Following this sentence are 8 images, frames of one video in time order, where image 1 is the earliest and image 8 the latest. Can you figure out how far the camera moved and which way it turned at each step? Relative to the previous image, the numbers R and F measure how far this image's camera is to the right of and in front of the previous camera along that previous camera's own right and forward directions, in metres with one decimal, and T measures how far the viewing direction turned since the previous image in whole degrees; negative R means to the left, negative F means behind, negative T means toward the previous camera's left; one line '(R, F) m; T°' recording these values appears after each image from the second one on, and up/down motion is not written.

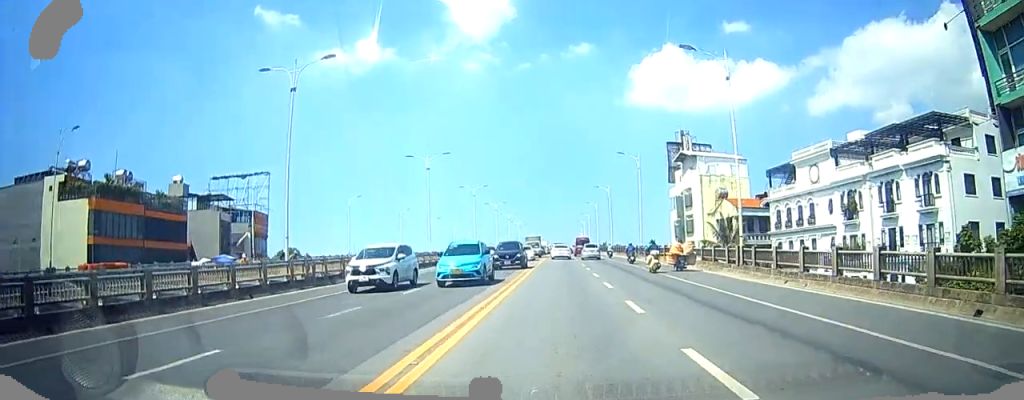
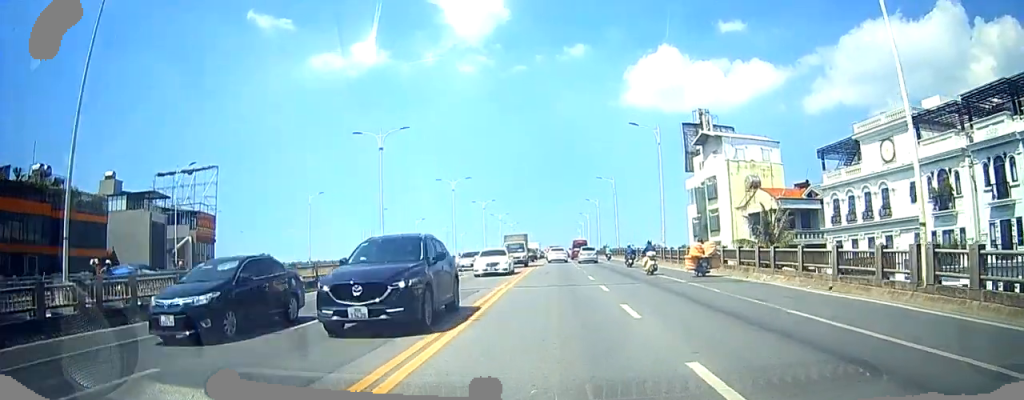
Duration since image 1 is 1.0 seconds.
(0.0, +13.4) m; +1°
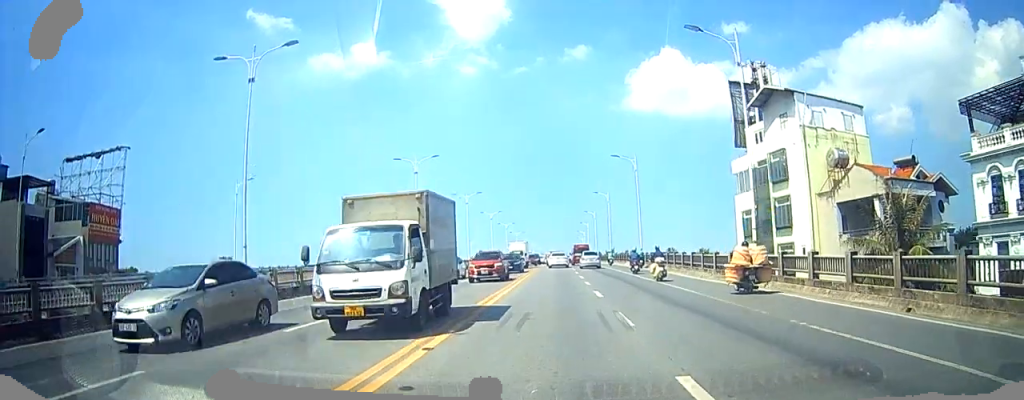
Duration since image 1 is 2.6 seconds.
(+0.5, +18.3) m; +2°
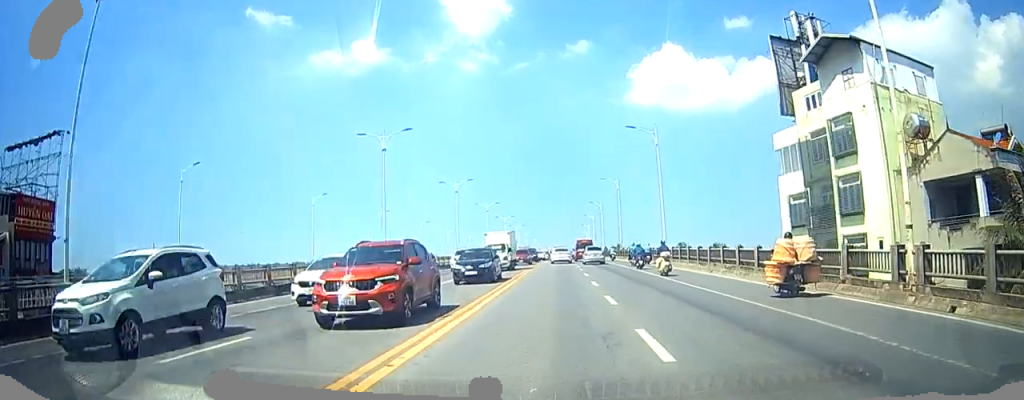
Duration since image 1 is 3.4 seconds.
(0.0, +10.7) m; -1°
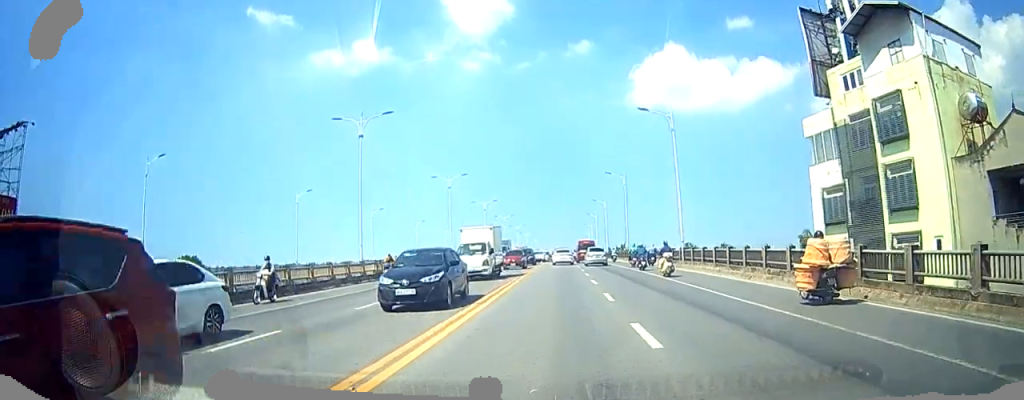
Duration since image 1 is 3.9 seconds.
(0.0, +5.5) m; 0°
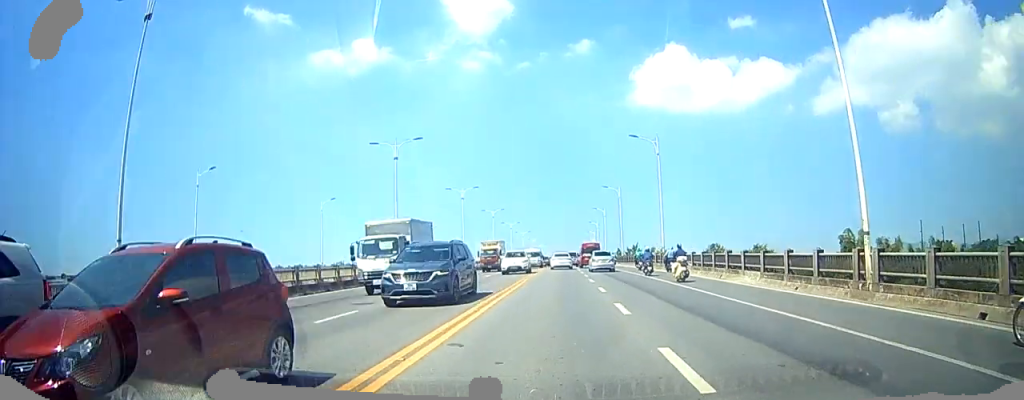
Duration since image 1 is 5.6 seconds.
(-0.3, +22.8) m; -1°
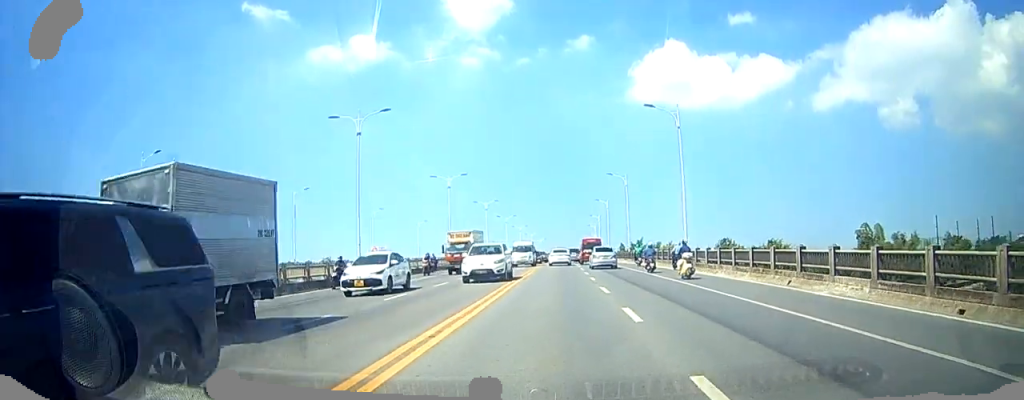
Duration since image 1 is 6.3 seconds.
(0.0, +8.2) m; 0°
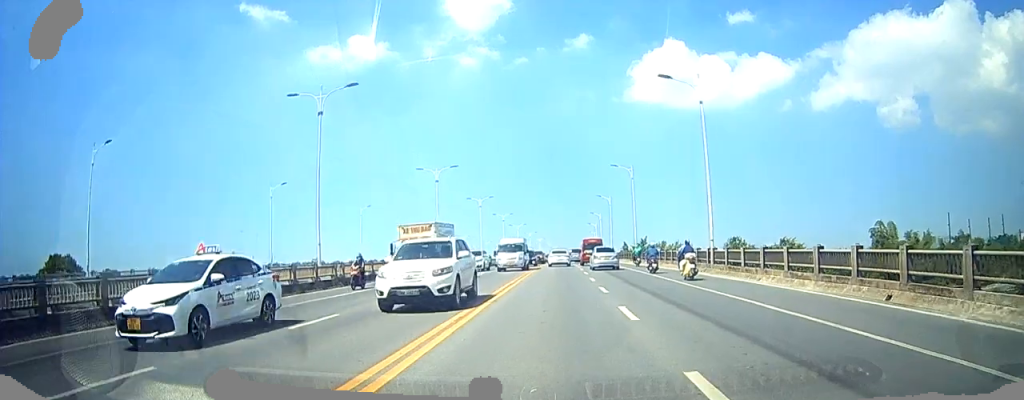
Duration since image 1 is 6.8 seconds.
(0.0, +6.6) m; +1°
